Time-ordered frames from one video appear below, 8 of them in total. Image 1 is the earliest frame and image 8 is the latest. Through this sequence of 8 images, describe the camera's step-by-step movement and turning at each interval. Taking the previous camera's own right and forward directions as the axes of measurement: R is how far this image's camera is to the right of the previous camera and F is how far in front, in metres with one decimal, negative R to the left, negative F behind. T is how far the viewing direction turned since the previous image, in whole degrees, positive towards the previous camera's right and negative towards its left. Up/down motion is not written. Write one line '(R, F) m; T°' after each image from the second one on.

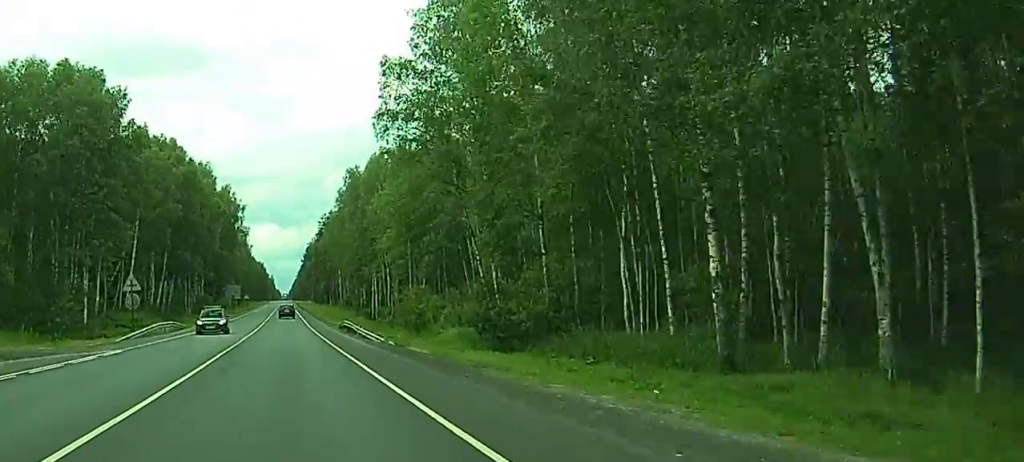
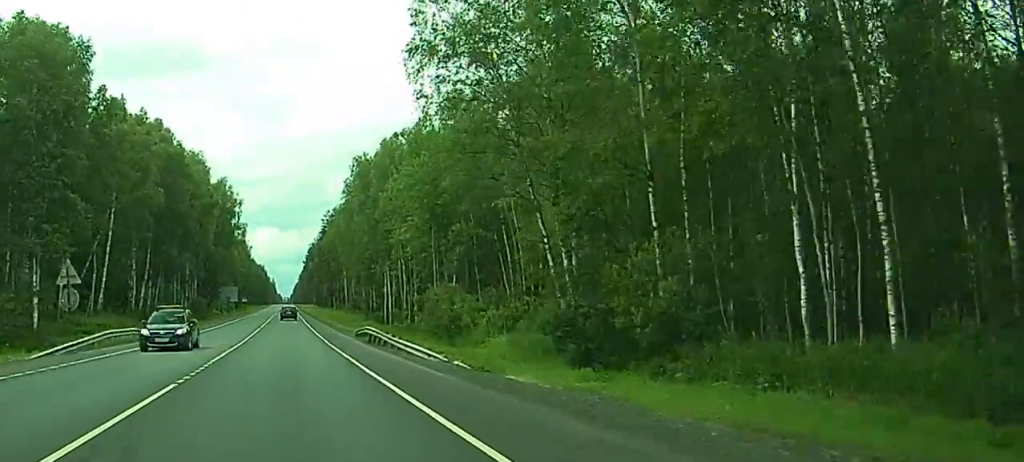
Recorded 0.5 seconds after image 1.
(0.0, +15.1) m; 0°
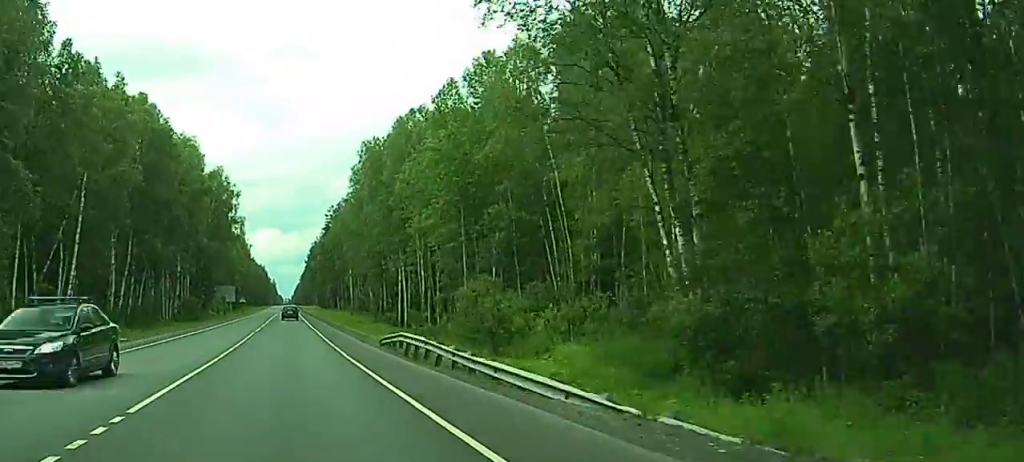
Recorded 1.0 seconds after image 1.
(-0.1, +13.2) m; 0°
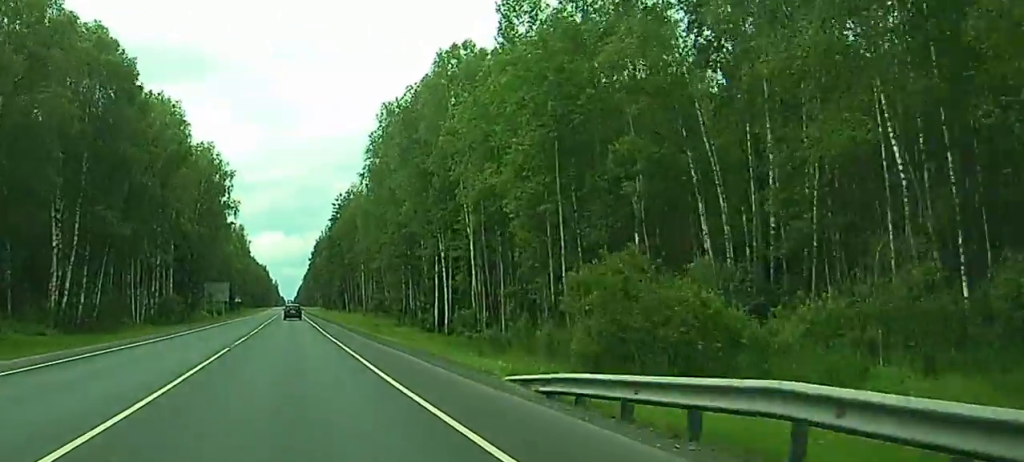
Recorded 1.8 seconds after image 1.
(-0.1, +23.6) m; 0°
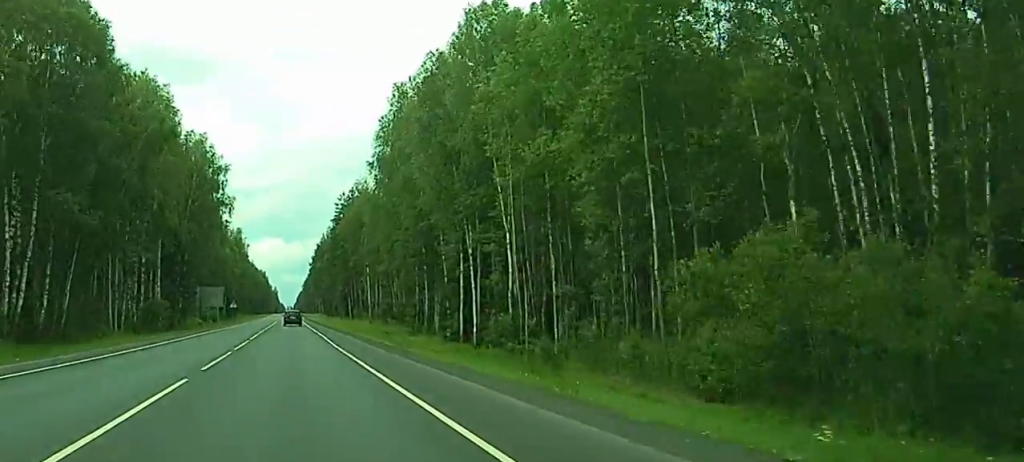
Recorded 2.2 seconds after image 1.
(+0.1, +11.3) m; 0°
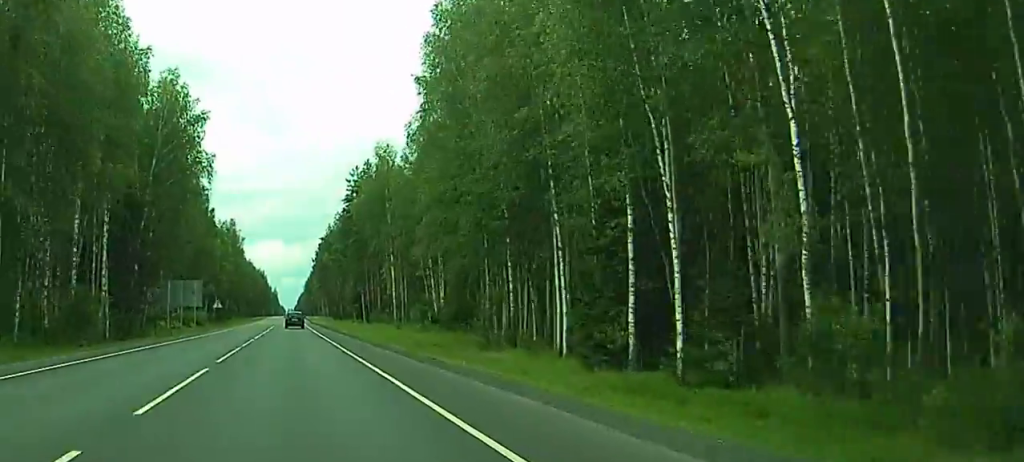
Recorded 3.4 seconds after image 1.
(+0.2, +33.0) m; 0°
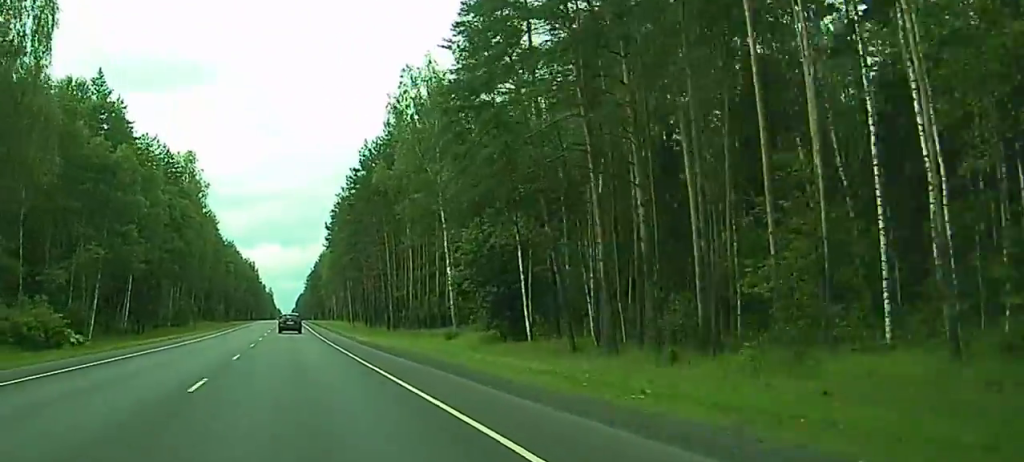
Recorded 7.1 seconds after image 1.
(-0.3, +104.1) m; 0°
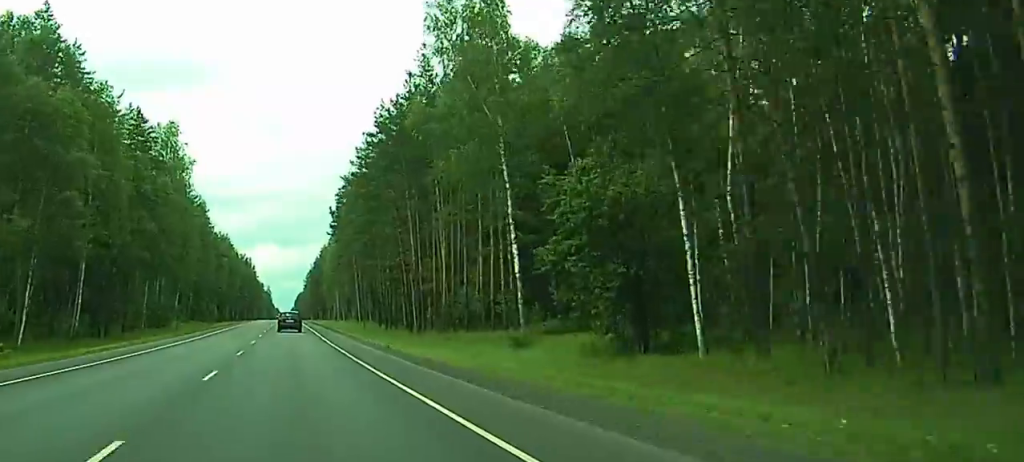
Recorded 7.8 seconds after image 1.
(-0.1, +20.5) m; 0°
